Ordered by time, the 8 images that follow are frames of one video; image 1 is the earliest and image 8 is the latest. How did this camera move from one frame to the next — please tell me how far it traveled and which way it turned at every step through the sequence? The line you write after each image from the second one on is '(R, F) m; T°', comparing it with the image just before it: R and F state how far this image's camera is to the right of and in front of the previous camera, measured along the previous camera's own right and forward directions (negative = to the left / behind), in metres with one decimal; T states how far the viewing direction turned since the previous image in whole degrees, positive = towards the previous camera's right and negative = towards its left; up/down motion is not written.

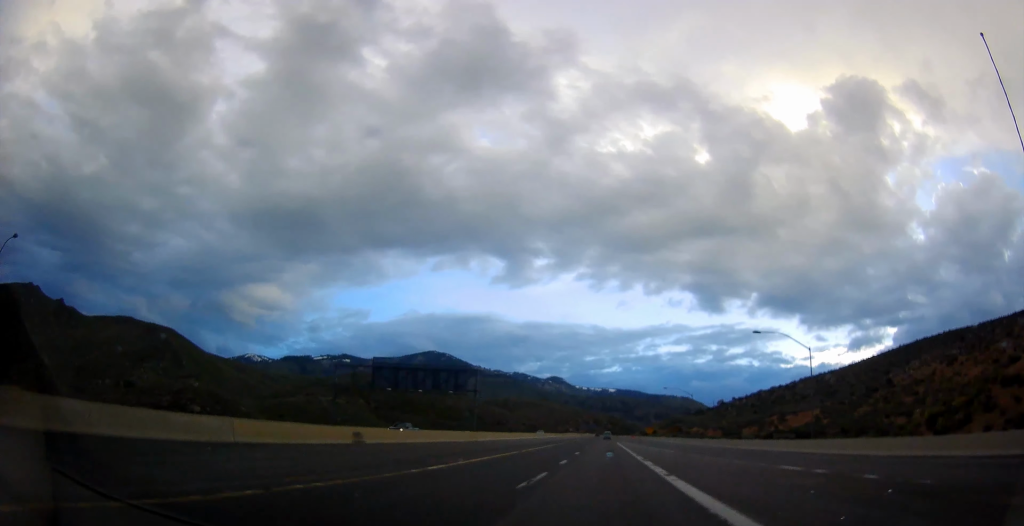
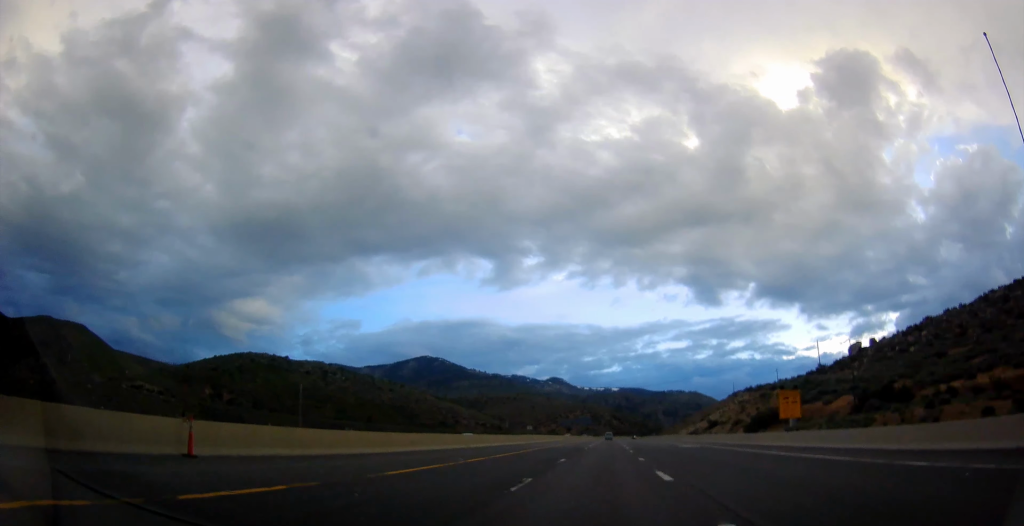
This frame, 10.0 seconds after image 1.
(-2.3, +223.9) m; 0°
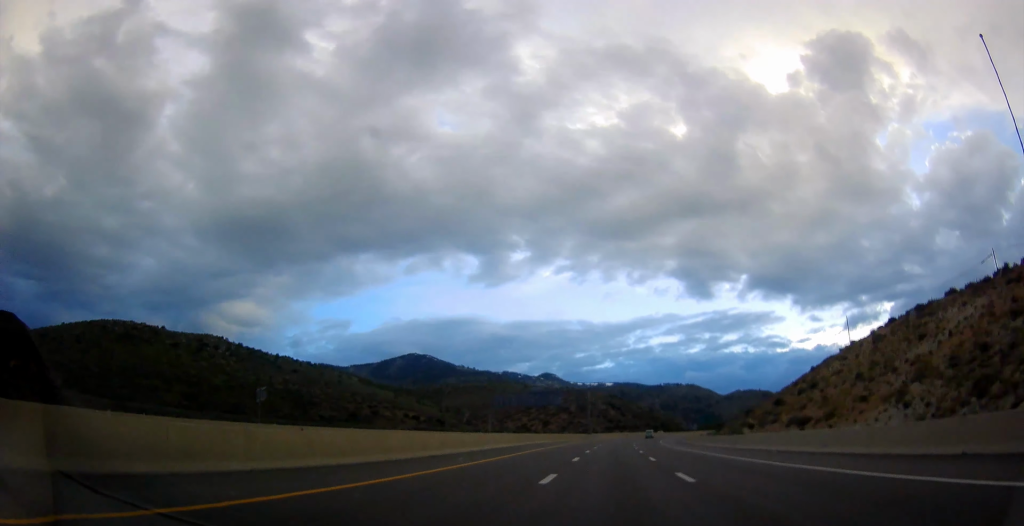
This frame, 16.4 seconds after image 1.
(-0.7, +135.0) m; +3°
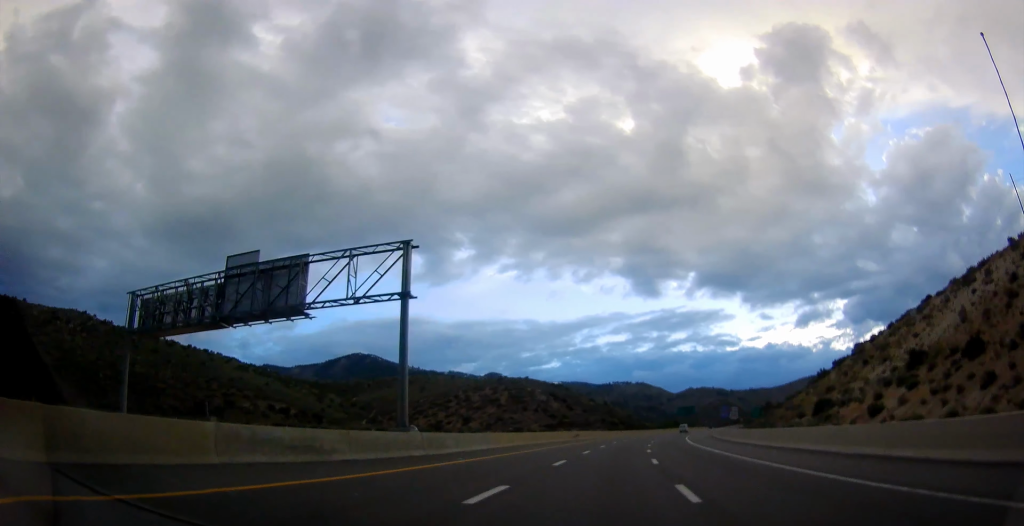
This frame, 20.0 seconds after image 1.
(+4.6, +71.0) m; +3°
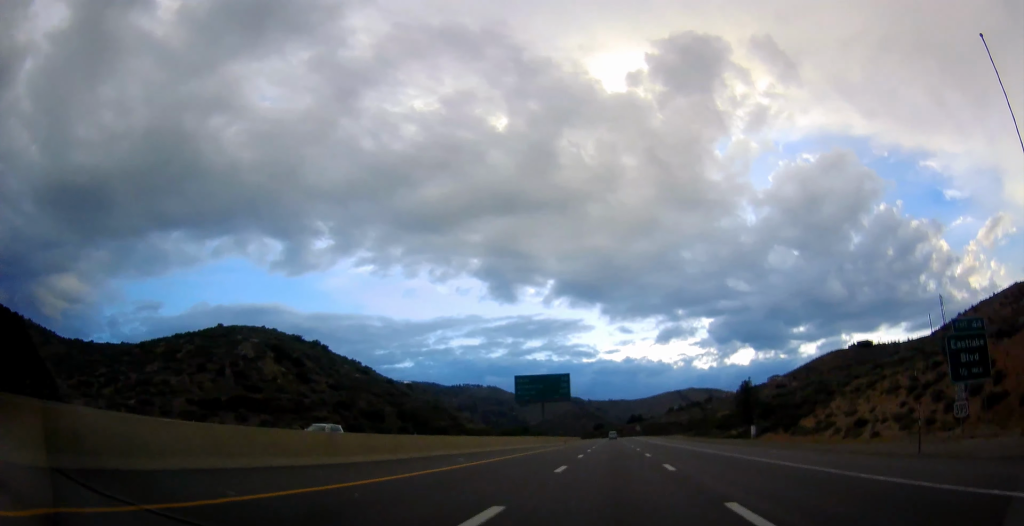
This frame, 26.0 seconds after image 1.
(+5.0, +110.6) m; +5°
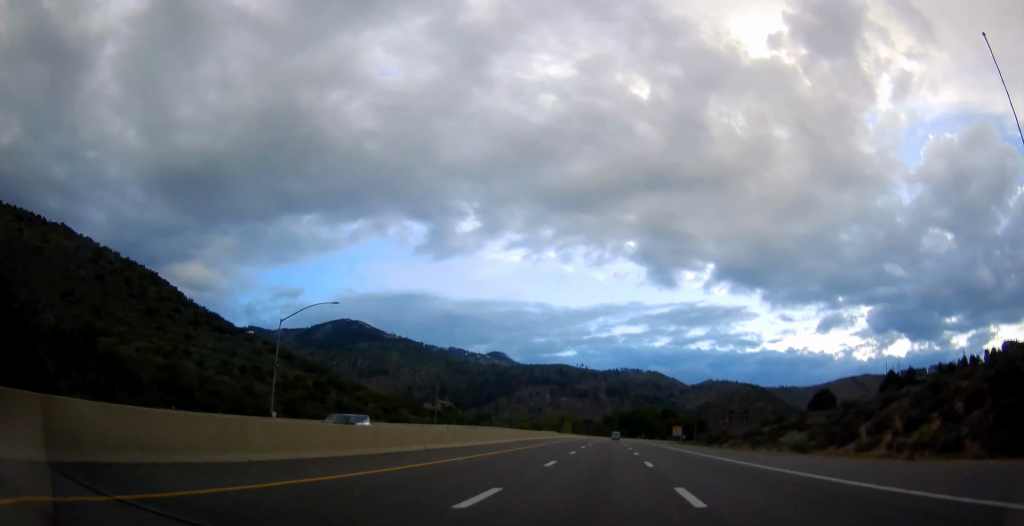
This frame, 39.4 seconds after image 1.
(+11.5, +308.6) m; 0°
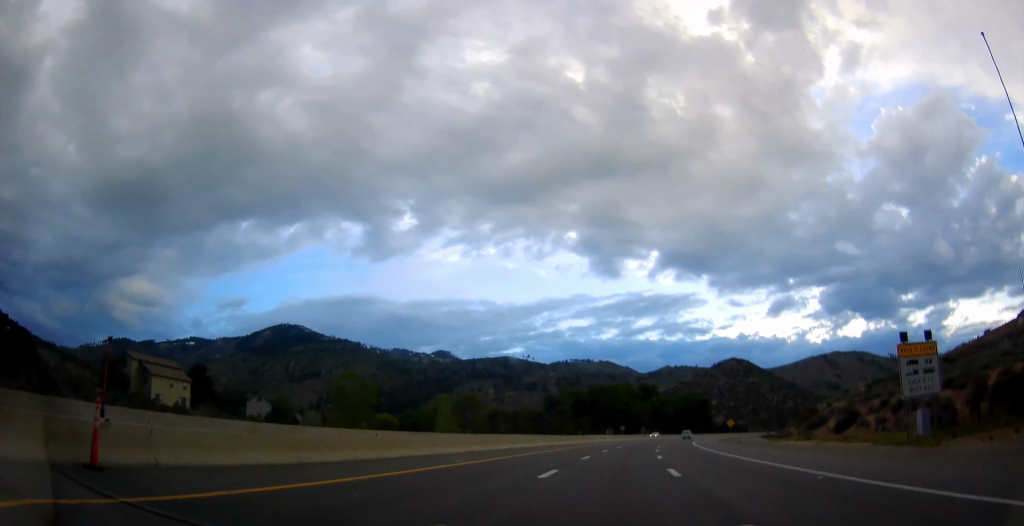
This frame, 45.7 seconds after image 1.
(-6.1, +229.6) m; +5°
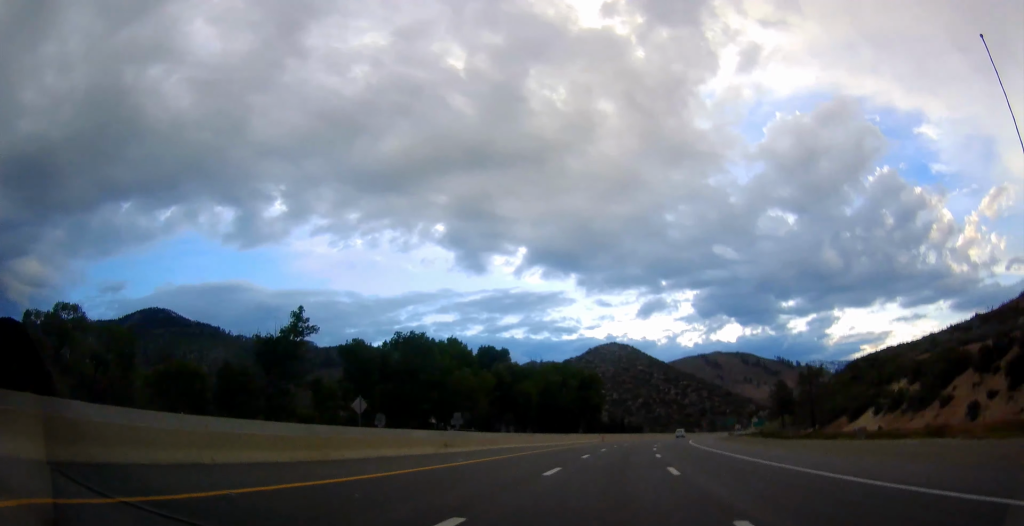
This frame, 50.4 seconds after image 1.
(+0.5, +165.5) m; +9°
